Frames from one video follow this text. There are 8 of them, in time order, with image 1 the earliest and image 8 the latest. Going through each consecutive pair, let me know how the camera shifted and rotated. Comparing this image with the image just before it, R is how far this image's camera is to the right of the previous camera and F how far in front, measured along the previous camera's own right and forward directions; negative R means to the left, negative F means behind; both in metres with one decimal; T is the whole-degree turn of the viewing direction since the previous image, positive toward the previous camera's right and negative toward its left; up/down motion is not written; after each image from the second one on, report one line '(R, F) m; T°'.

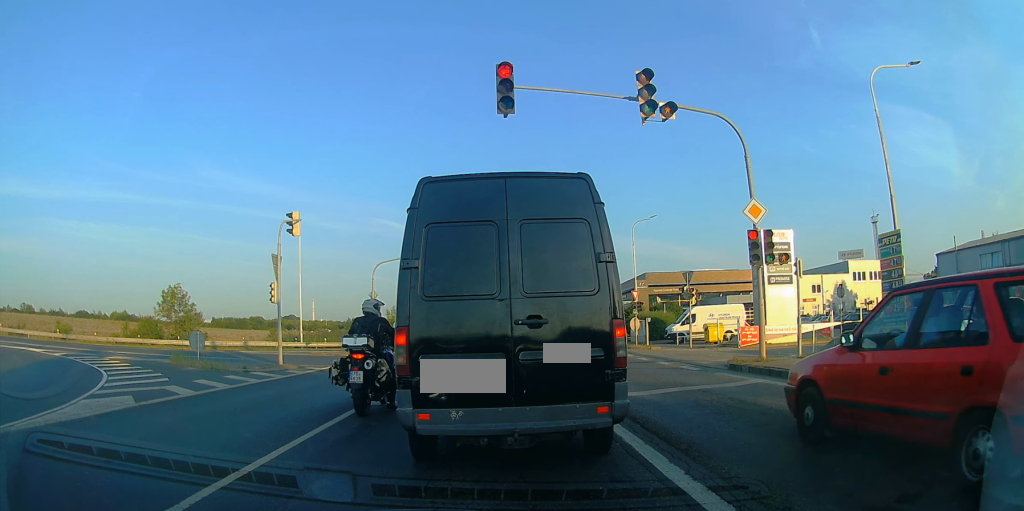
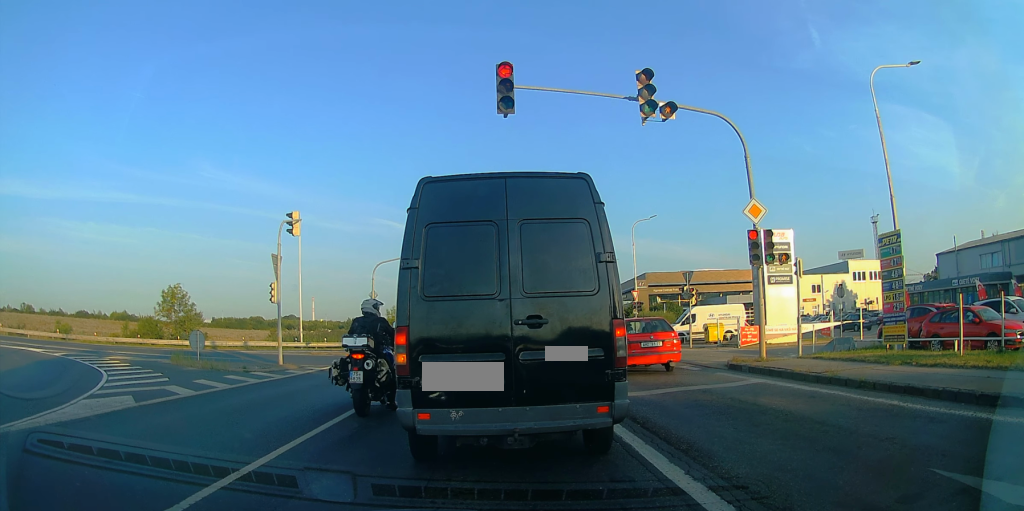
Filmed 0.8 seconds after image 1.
(0.0, 0.0) m; 0°
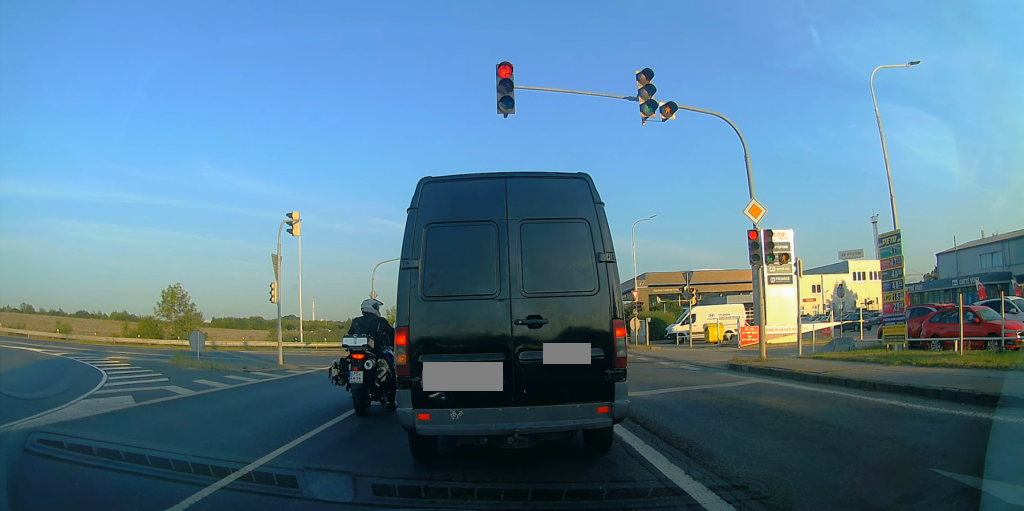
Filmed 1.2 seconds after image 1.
(0.0, 0.0) m; 0°
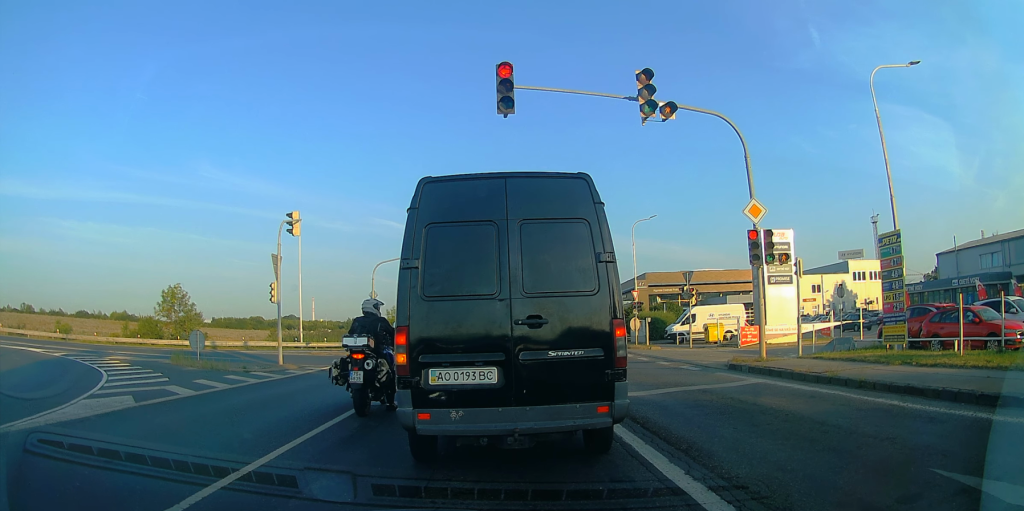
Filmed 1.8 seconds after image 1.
(0.0, 0.0) m; 0°
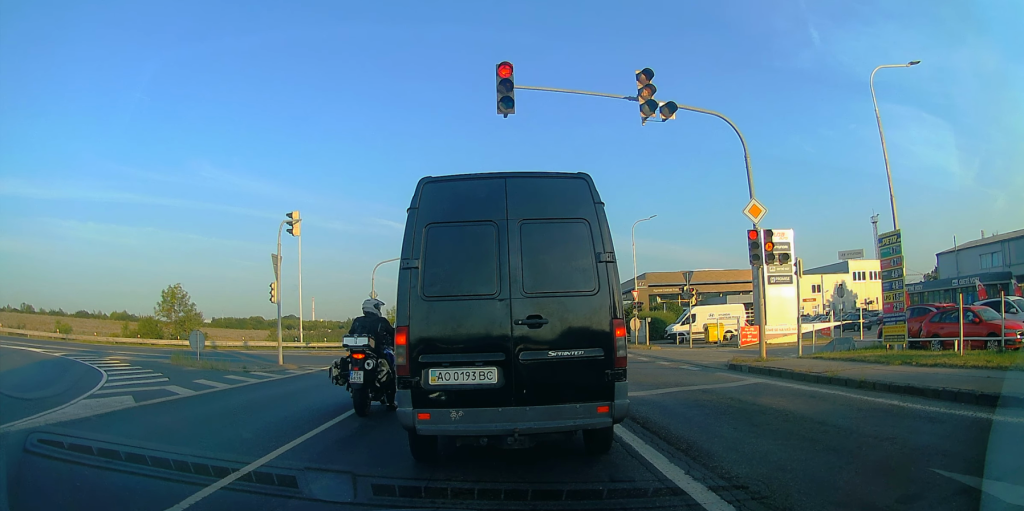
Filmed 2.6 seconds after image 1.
(0.0, 0.0) m; 0°
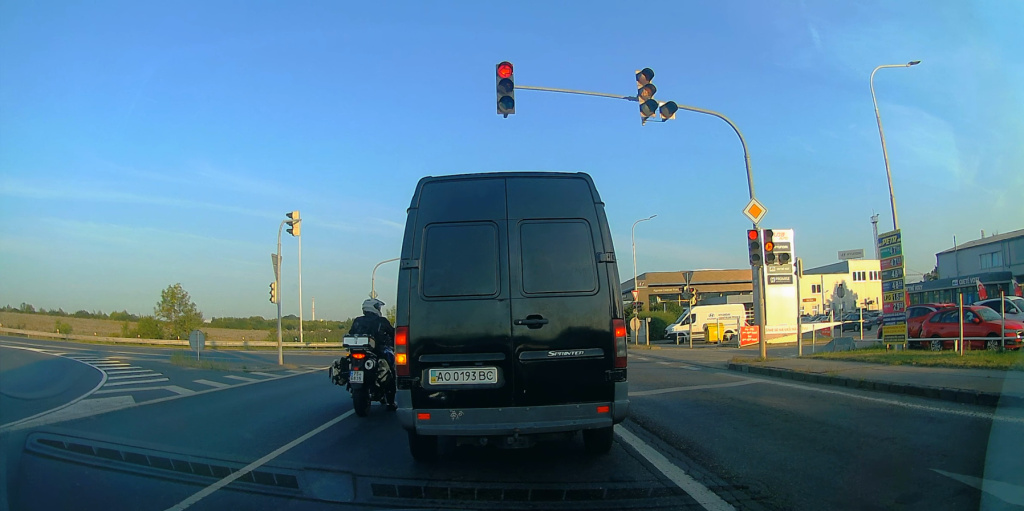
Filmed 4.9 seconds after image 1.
(0.0, 0.0) m; 0°
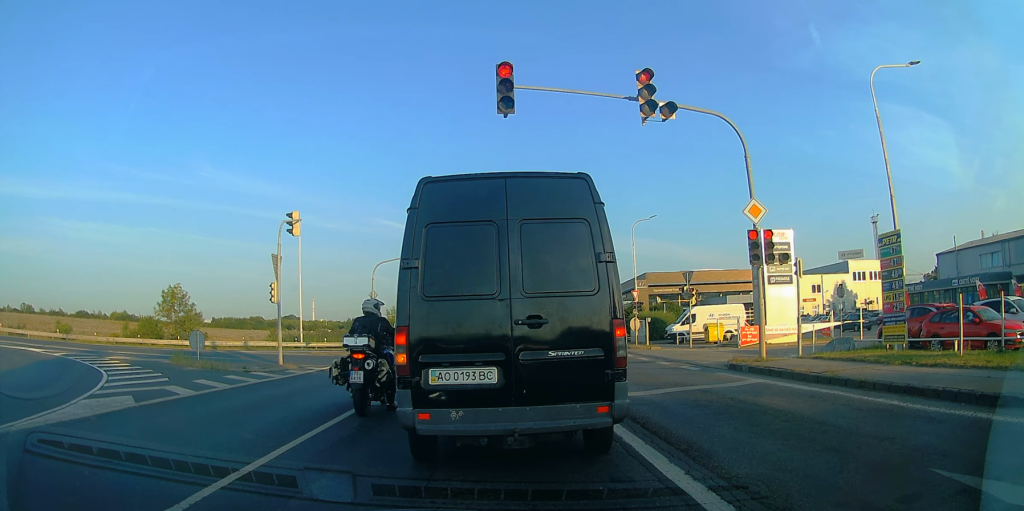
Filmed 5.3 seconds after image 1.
(0.0, 0.0) m; 0°
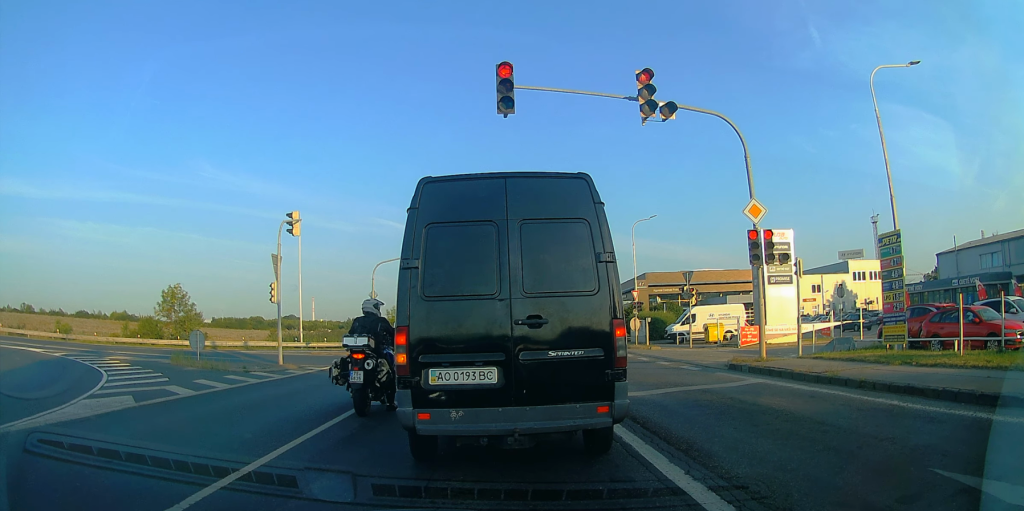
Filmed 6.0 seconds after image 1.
(0.0, 0.0) m; 0°
